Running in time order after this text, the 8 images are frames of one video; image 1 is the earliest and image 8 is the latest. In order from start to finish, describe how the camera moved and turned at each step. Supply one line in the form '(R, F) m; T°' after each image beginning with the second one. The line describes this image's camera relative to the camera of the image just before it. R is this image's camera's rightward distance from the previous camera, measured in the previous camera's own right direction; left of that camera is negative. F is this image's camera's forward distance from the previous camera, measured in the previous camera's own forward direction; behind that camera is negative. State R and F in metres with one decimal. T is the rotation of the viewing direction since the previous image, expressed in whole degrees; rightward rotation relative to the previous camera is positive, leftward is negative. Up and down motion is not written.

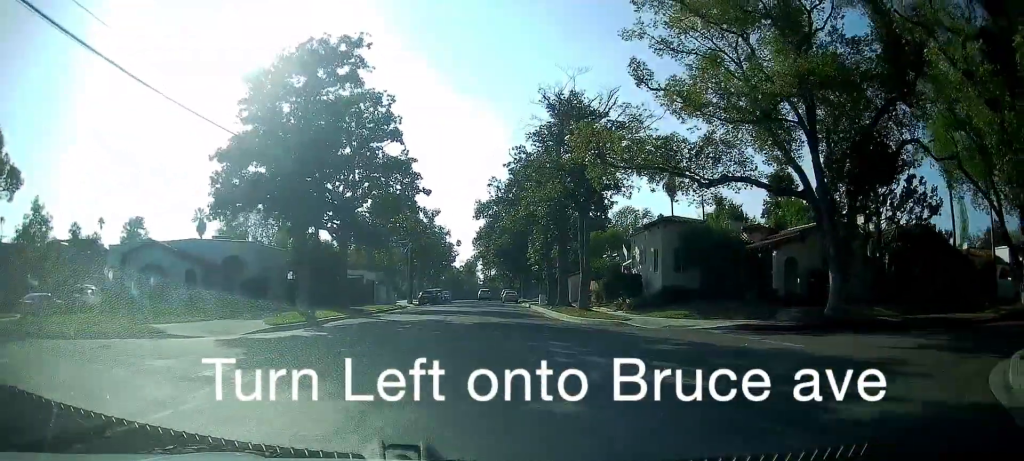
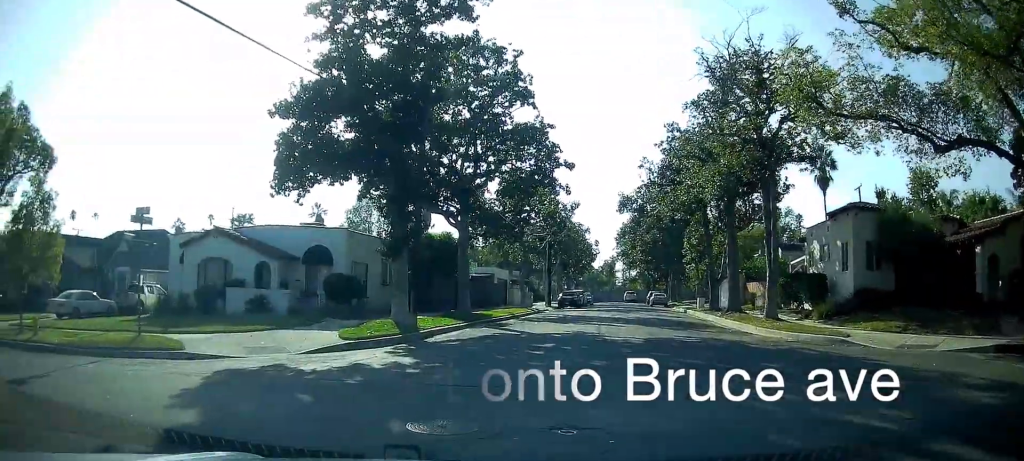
(-0.7, +8.9) m; -13°
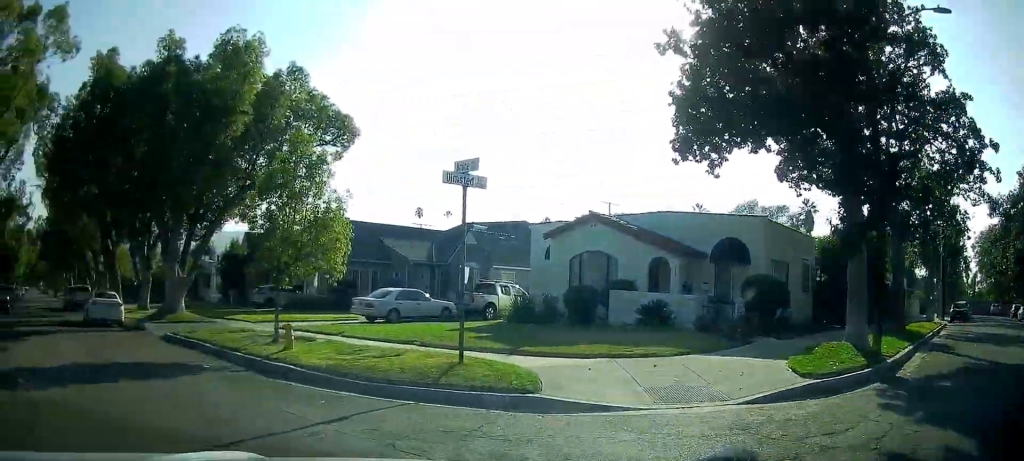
(-1.5, +6.8) m; -31°
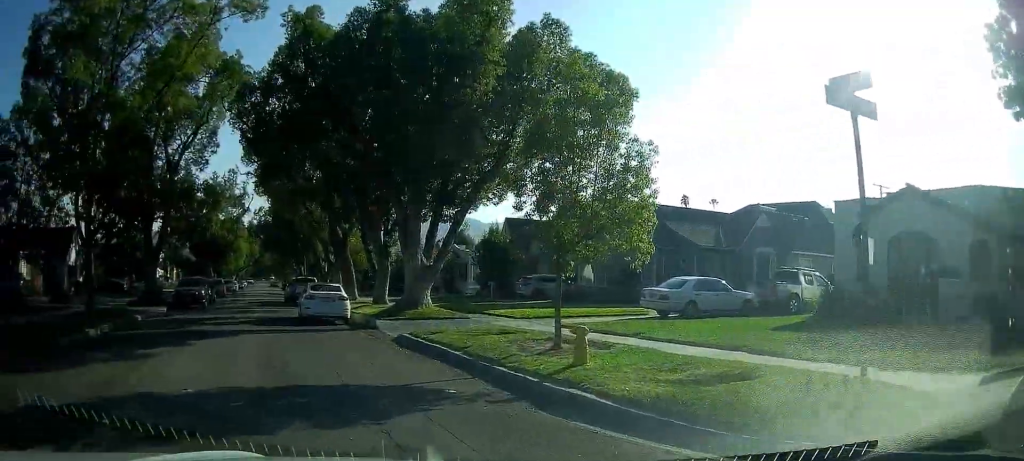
(-0.9, +4.8) m; -20°
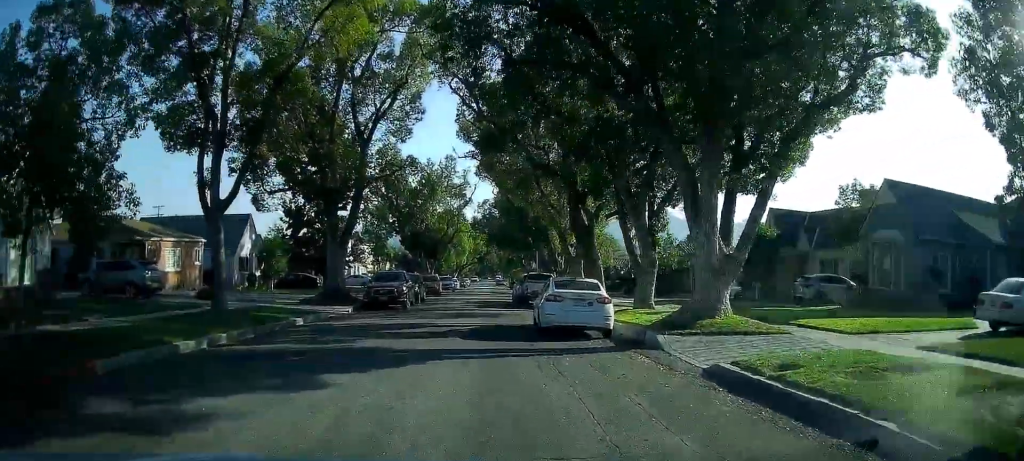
(-1.6, +6.6) m; -24°
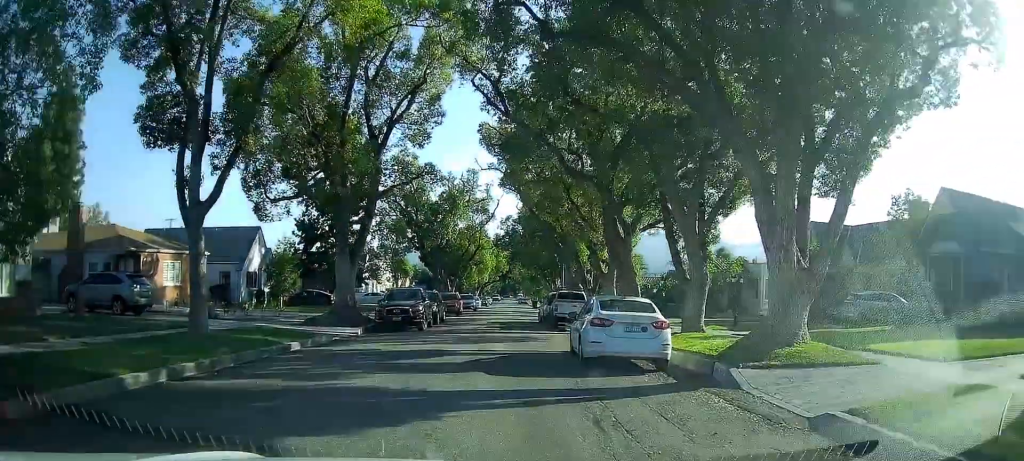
(-0.5, +2.5) m; -3°
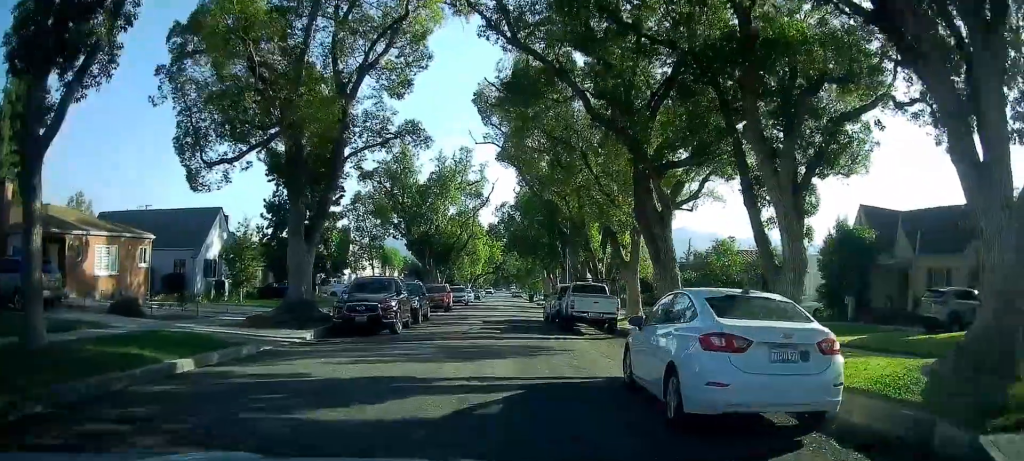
(0.0, +6.0) m; +1°
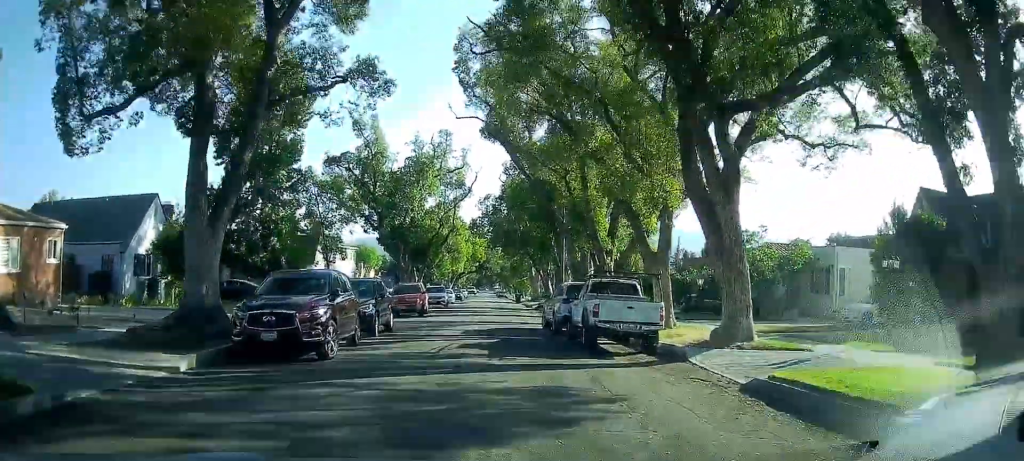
(+0.2, +6.5) m; +3°
